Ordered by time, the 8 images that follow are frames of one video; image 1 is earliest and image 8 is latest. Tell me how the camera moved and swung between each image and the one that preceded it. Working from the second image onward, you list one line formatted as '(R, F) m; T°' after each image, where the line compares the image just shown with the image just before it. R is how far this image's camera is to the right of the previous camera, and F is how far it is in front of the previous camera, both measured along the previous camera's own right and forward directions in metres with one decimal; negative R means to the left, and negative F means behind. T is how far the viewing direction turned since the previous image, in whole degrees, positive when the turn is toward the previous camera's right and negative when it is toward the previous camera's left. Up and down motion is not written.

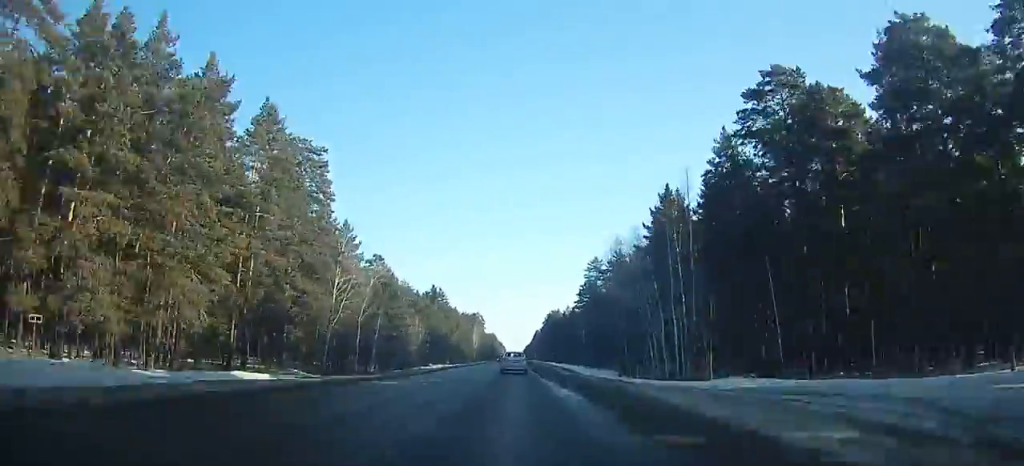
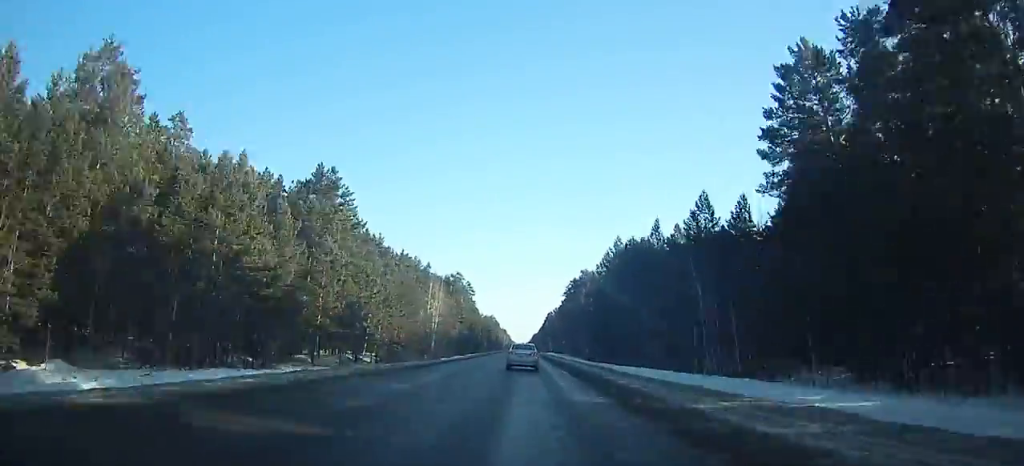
(0.0, +116.6) m; +1°
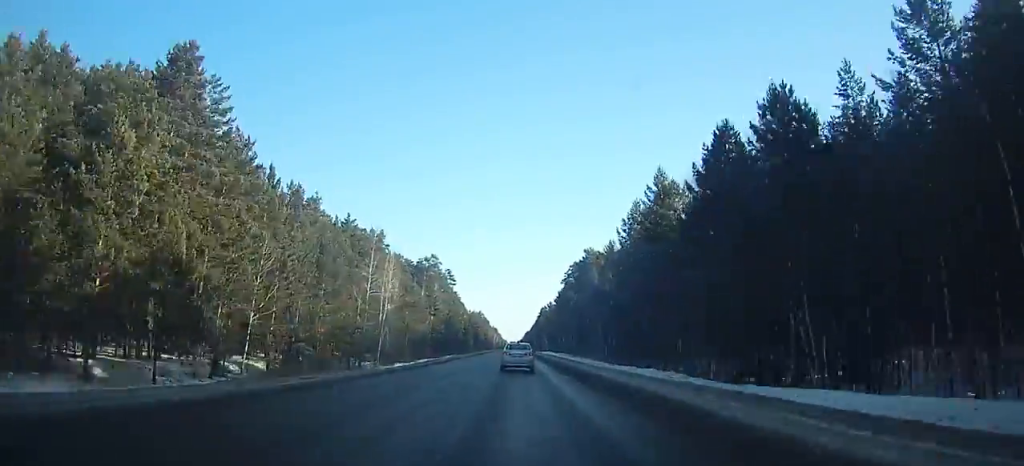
(+0.3, +33.4) m; 0°
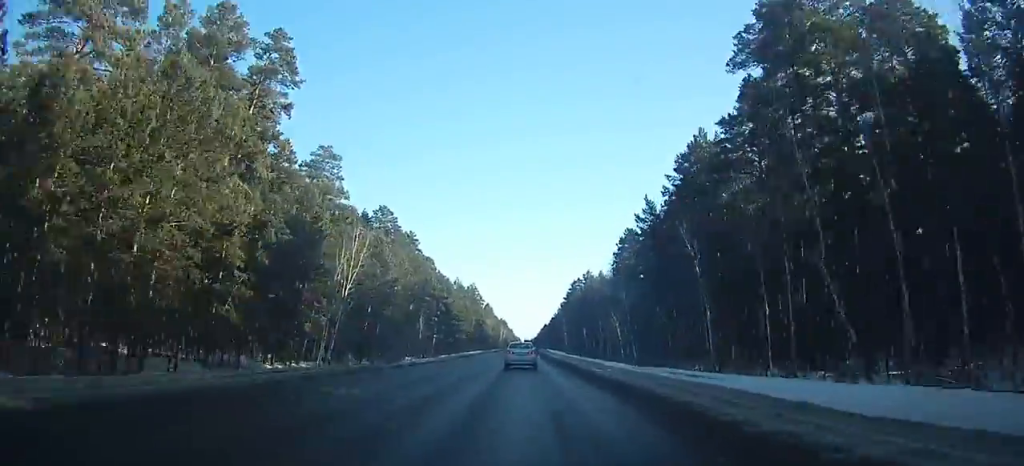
(-1.1, +138.7) m; -1°
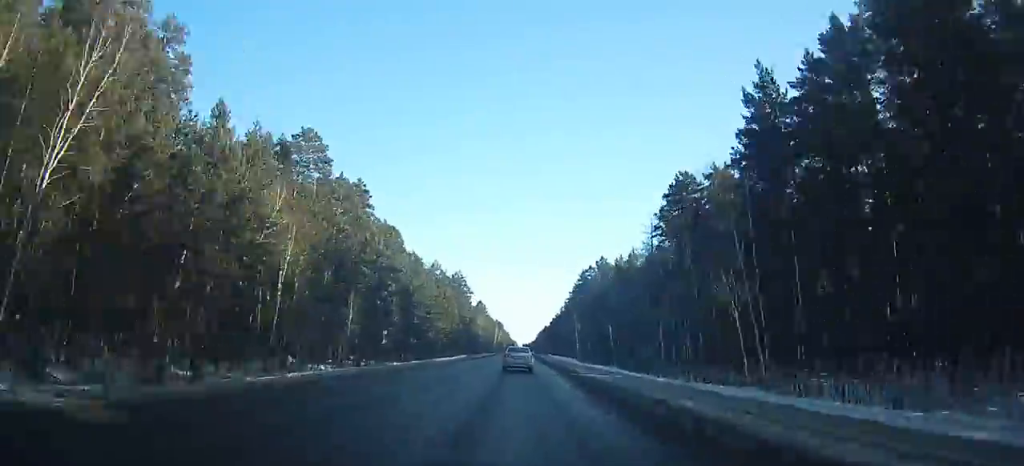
(-0.1, +42.7) m; 0°
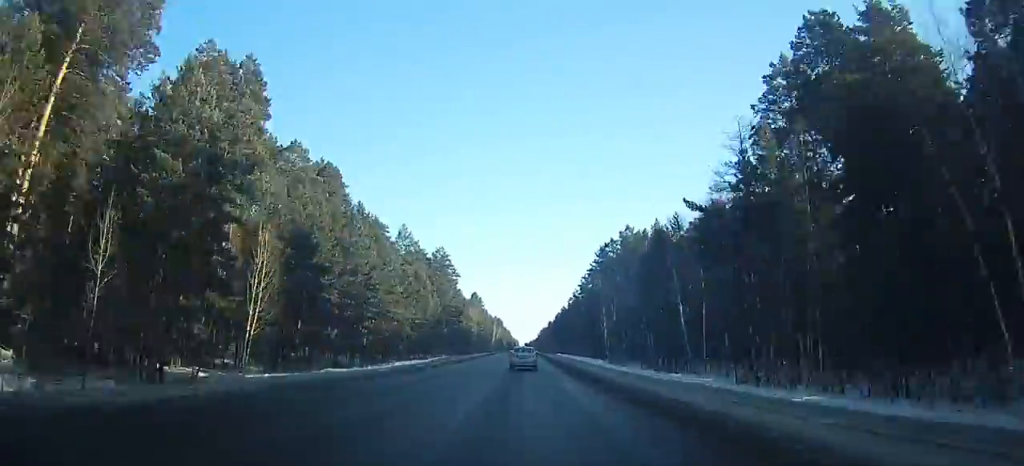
(-0.1, +40.1) m; 0°
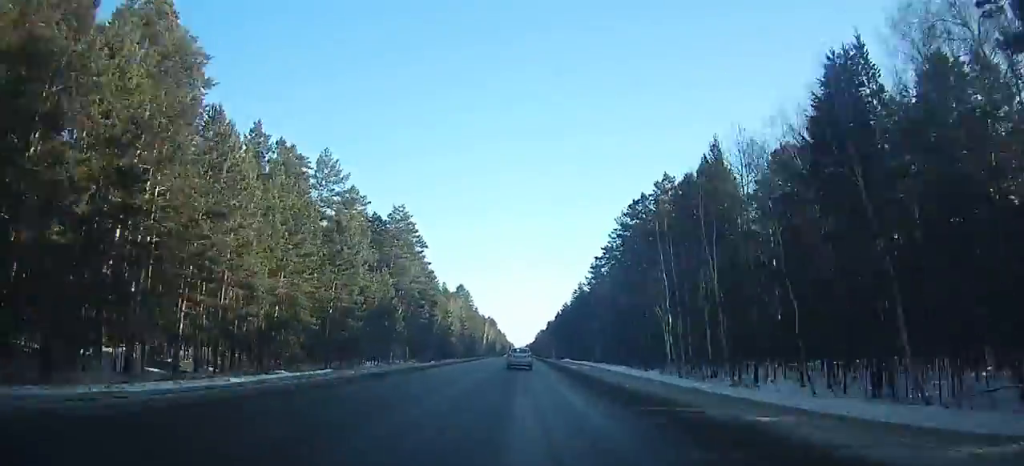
(+0.2, +40.1) m; 0°
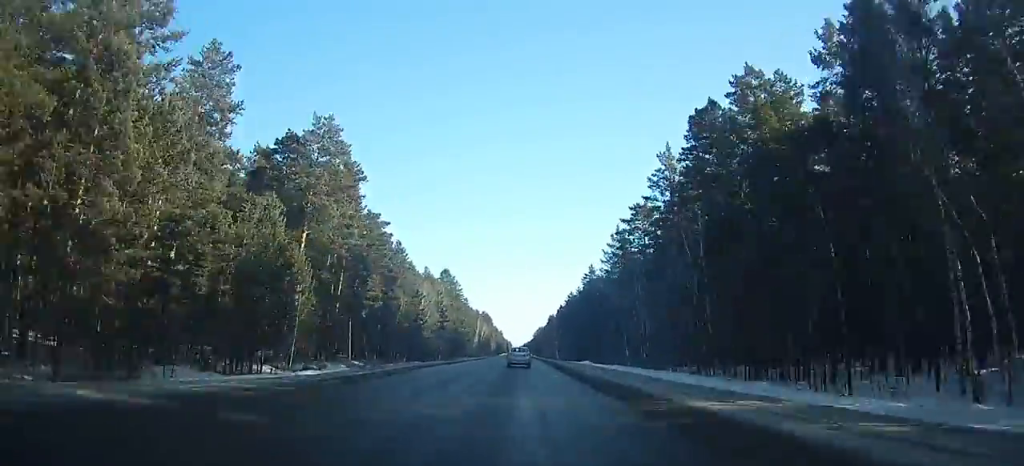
(+0.2, +35.7) m; 0°
